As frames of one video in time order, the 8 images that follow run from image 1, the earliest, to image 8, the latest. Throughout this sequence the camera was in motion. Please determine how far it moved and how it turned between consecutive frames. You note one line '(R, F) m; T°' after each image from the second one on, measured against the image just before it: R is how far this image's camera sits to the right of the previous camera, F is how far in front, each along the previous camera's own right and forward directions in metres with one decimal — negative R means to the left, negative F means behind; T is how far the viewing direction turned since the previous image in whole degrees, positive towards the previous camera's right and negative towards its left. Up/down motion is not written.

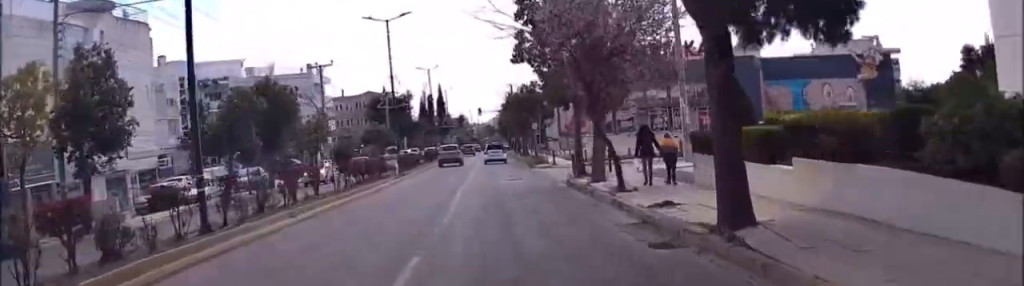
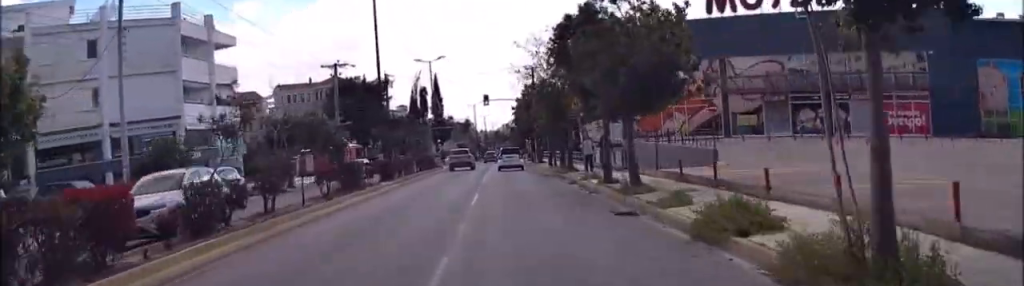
(-0.1, +38.3) m; 0°
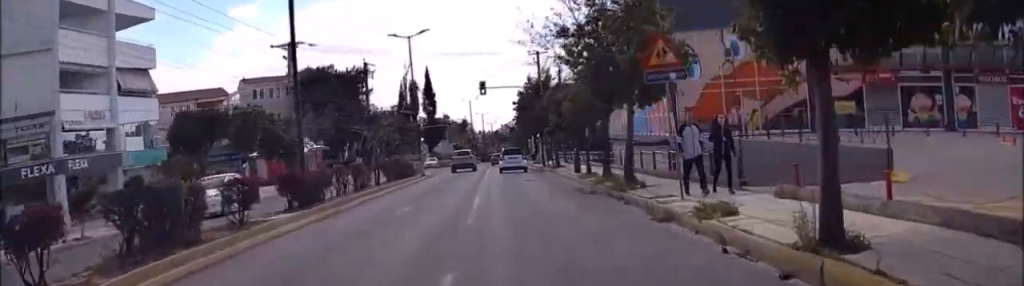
(0.0, +14.4) m; 0°
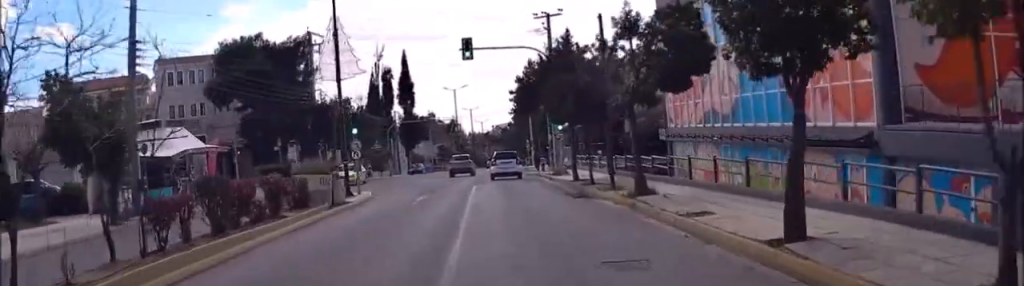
(+0.1, +23.4) m; 0°
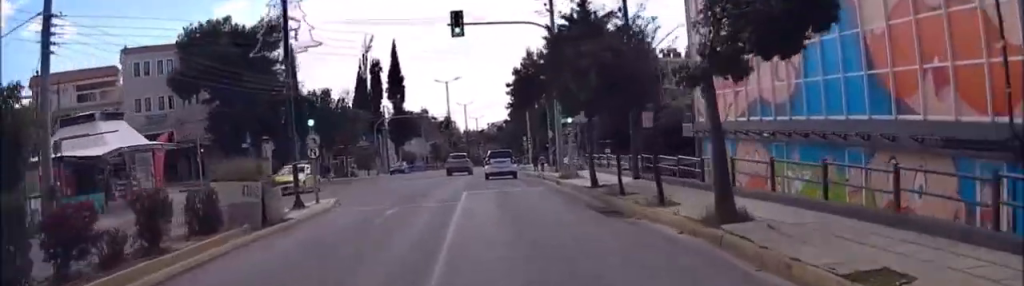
(0.0, +6.5) m; 0°
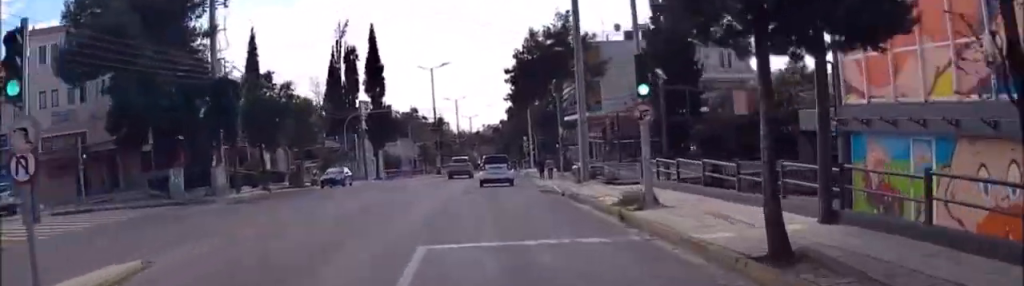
(0.0, +14.8) m; 0°
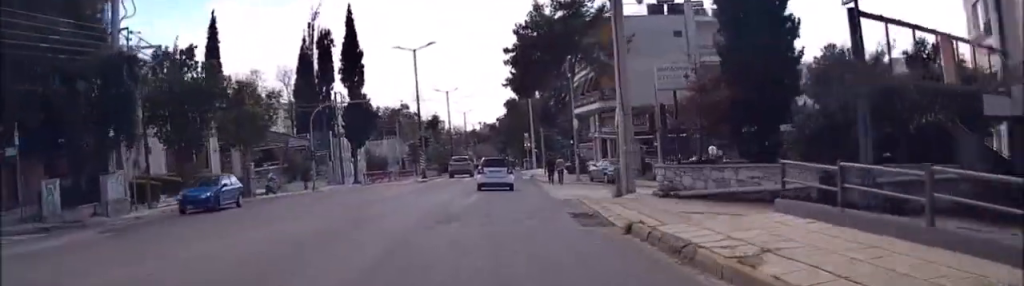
(-0.1, +12.2) m; 0°
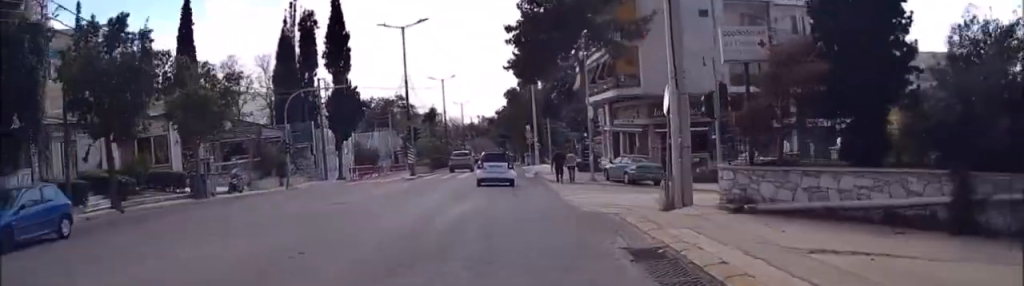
(0.0, +7.1) m; 0°
